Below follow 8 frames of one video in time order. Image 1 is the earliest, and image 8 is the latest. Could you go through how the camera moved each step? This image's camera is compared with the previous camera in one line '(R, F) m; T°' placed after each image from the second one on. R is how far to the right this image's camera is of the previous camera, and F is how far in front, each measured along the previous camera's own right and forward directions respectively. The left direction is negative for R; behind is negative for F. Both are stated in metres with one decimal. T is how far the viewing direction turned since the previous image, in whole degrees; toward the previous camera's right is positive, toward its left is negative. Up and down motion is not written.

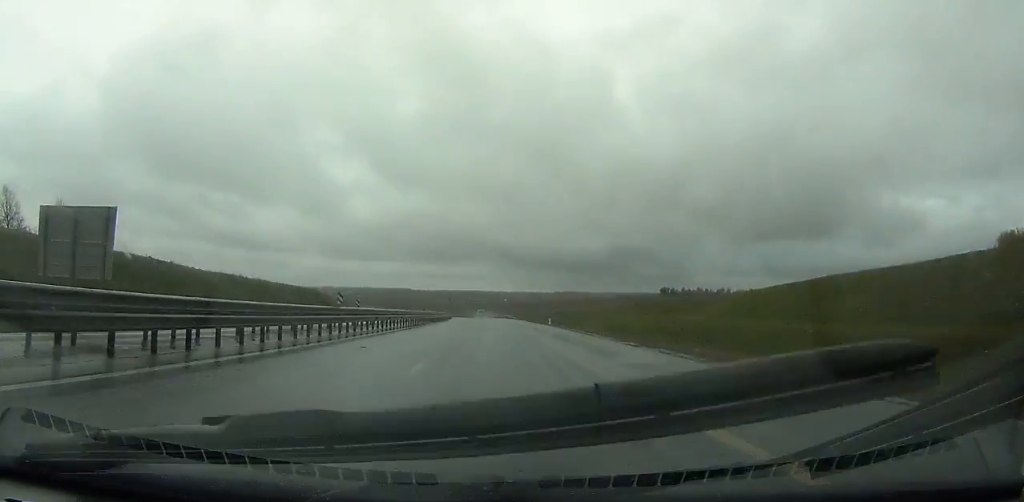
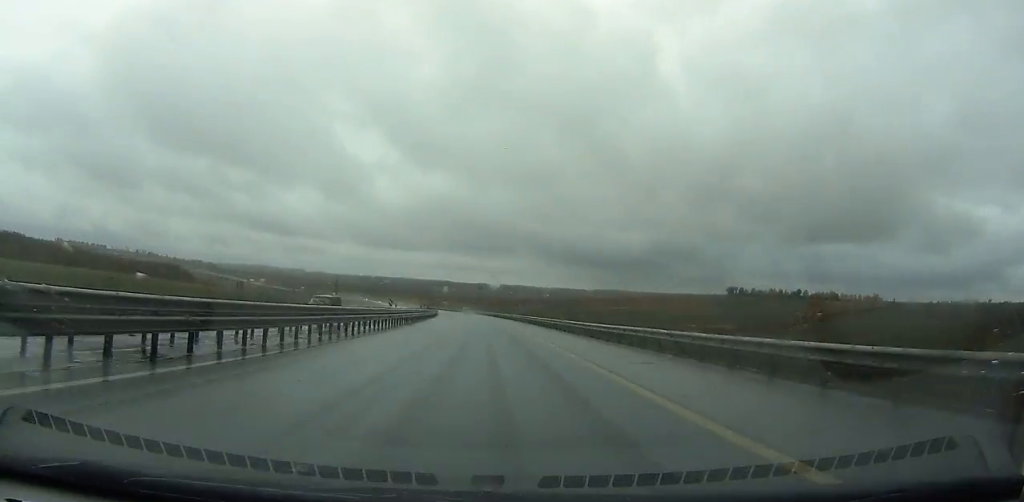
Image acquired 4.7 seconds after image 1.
(-3.5, +141.7) m; -4°
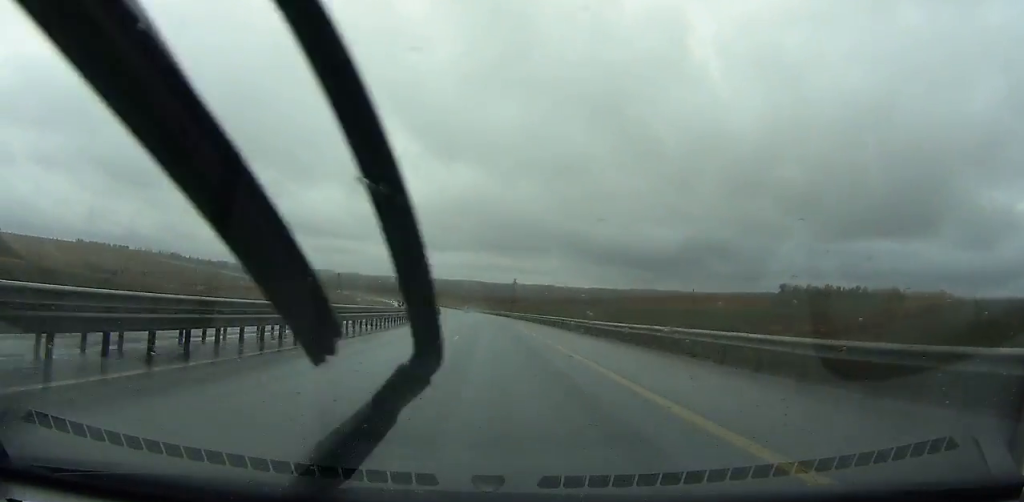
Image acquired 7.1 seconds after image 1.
(-1.1, +73.6) m; -3°
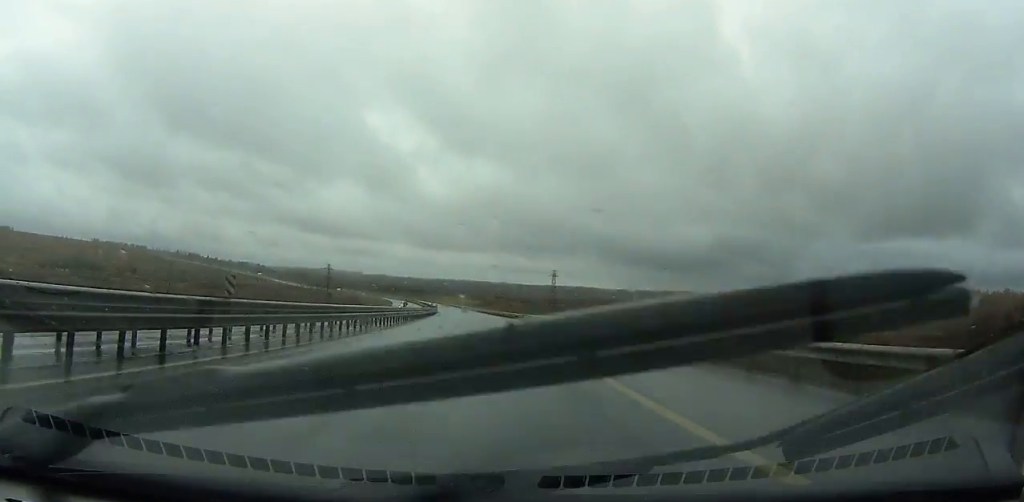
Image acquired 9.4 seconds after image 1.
(-1.7, +72.1) m; -3°
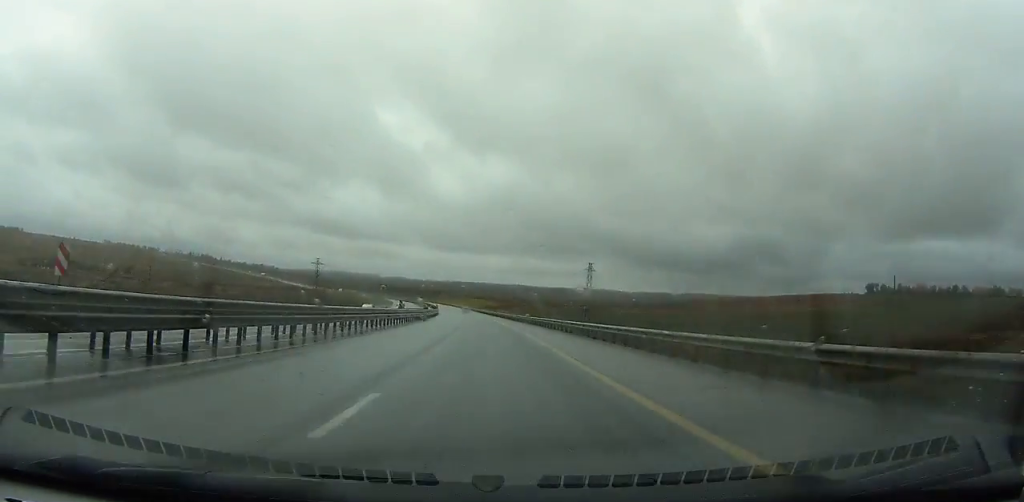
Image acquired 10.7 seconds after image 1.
(-1.1, +41.6) m; -2°
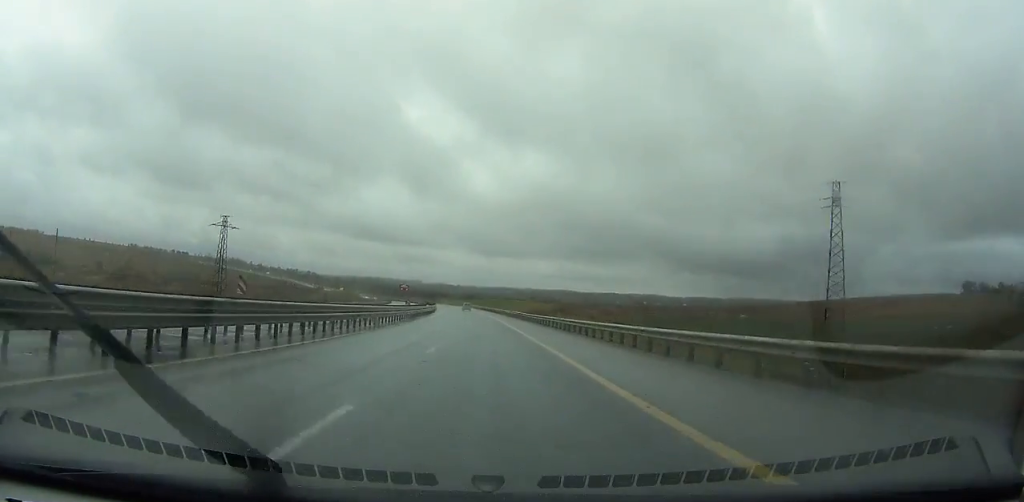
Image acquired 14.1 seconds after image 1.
(-4.2, +110.0) m; -4°
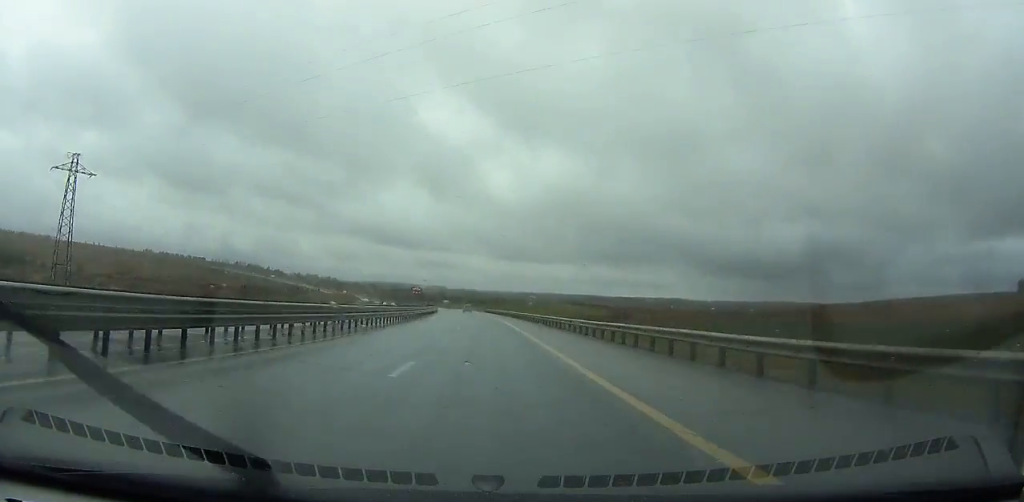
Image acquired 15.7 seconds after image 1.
(-0.1, +52.3) m; -2°
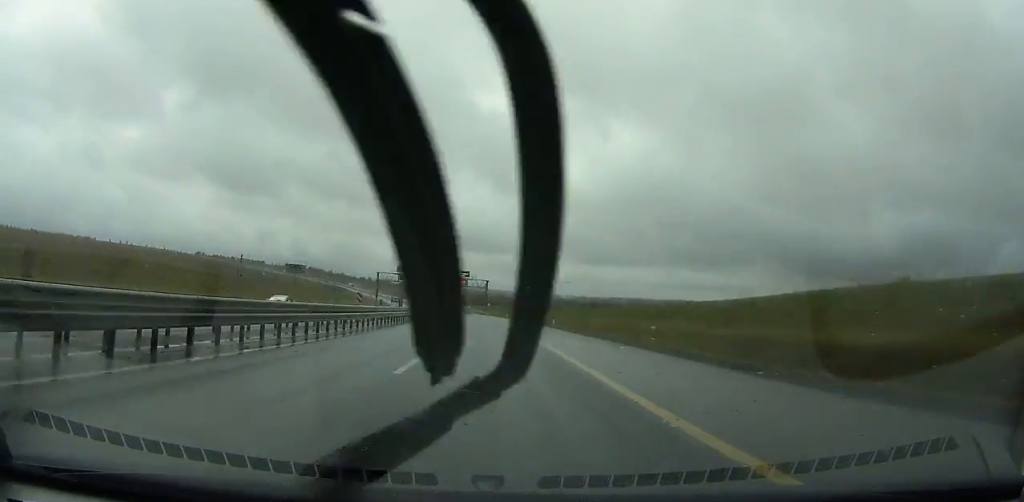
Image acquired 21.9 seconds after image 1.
(-13.9, +198.9) m; -8°
